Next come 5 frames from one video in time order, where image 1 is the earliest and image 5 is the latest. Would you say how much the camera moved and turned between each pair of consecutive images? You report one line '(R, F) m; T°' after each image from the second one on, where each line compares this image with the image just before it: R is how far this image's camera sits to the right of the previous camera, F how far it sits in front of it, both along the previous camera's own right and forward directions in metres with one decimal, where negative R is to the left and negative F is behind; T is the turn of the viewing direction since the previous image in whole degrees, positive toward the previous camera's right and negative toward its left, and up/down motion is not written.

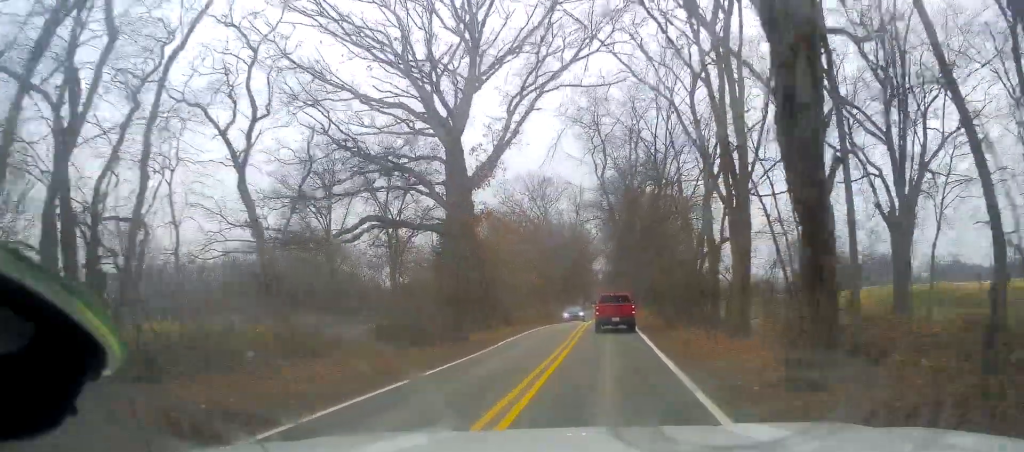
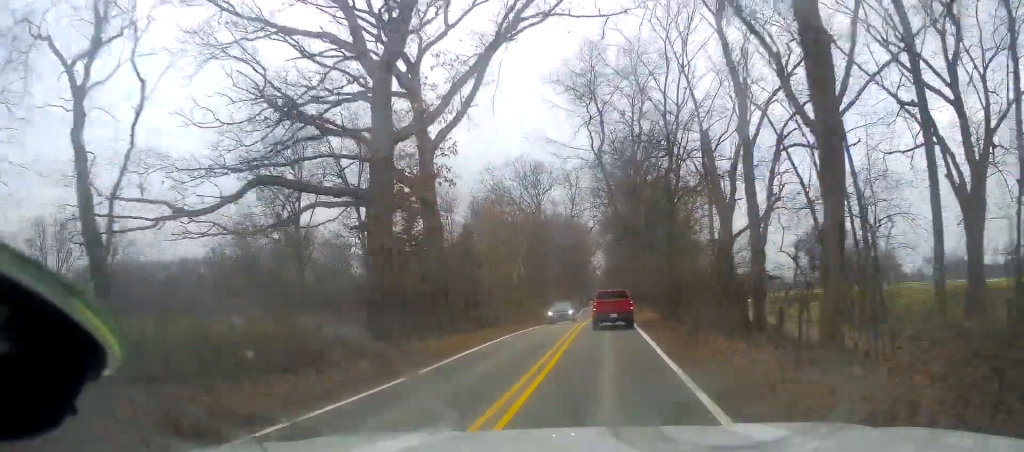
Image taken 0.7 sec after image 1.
(-0.1, +8.1) m; 0°
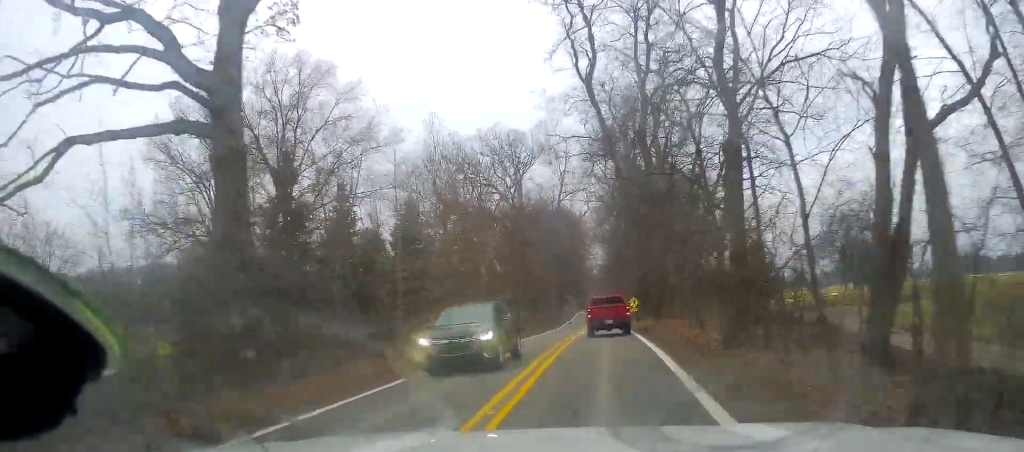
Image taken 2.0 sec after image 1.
(+0.1, +16.3) m; +2°
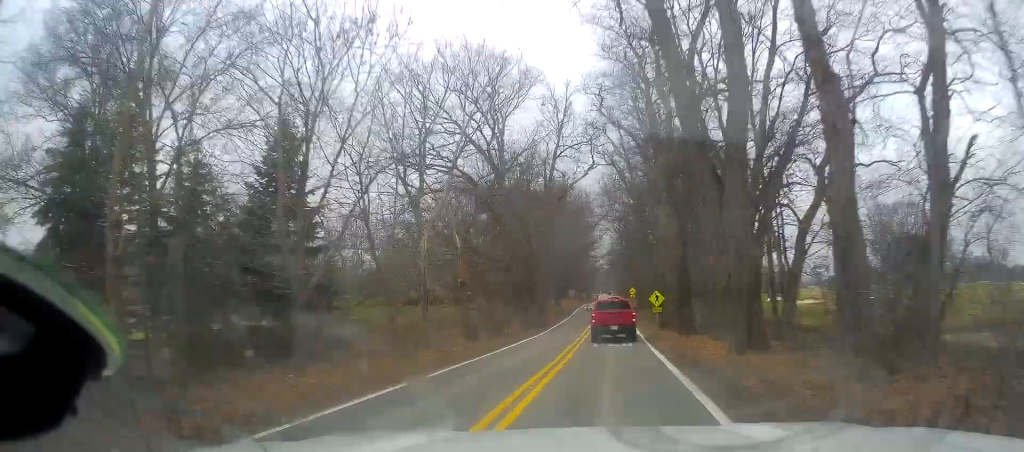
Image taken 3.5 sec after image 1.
(-0.2, +18.3) m; -3°
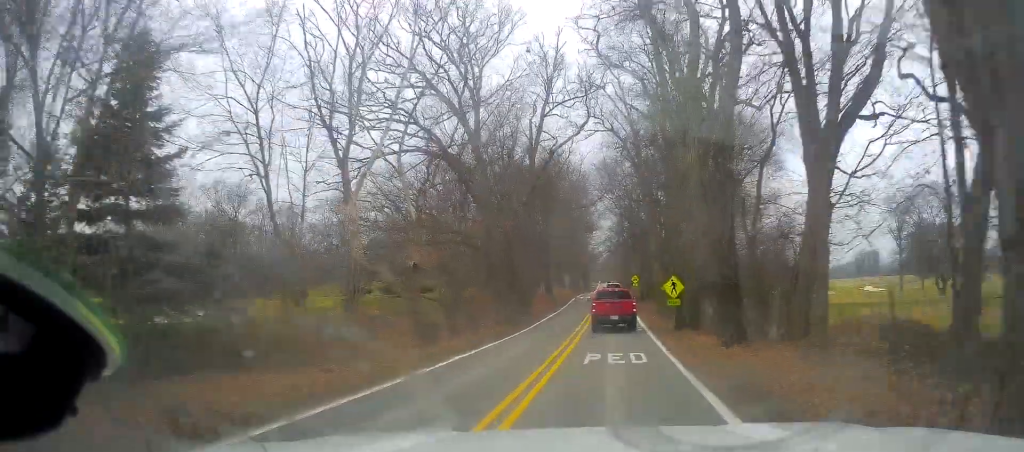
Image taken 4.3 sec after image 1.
(-0.3, +9.4) m; -1°
